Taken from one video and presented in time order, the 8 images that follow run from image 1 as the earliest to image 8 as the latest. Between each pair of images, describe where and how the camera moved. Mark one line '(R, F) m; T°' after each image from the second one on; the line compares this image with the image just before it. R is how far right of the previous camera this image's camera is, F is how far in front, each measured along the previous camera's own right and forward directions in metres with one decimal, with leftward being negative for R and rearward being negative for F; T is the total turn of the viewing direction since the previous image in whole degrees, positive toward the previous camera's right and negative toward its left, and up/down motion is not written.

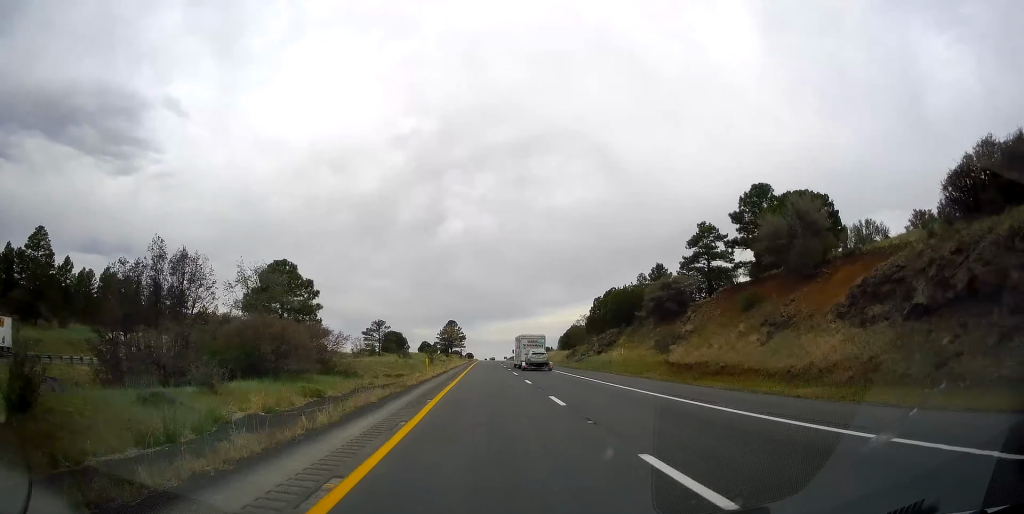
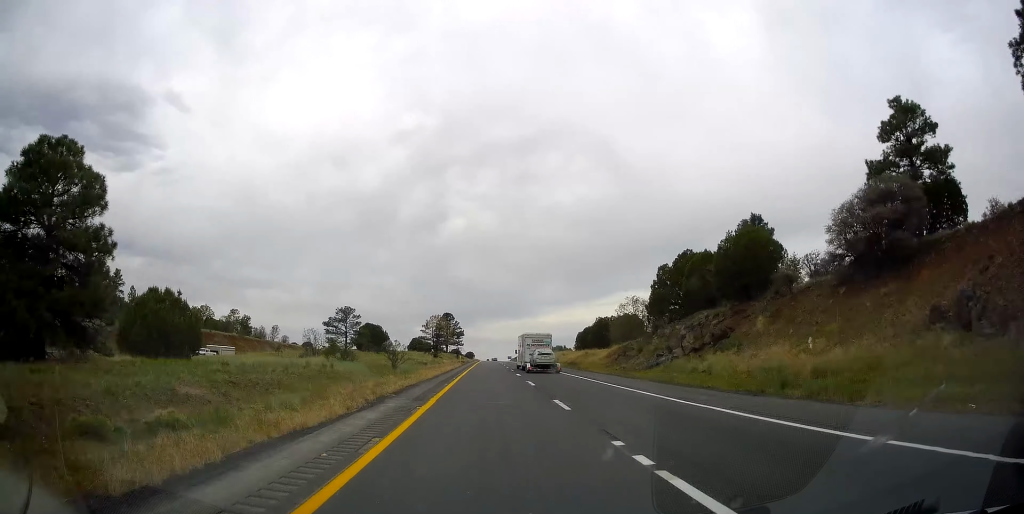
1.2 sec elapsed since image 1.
(-0.4, +37.0) m; -1°
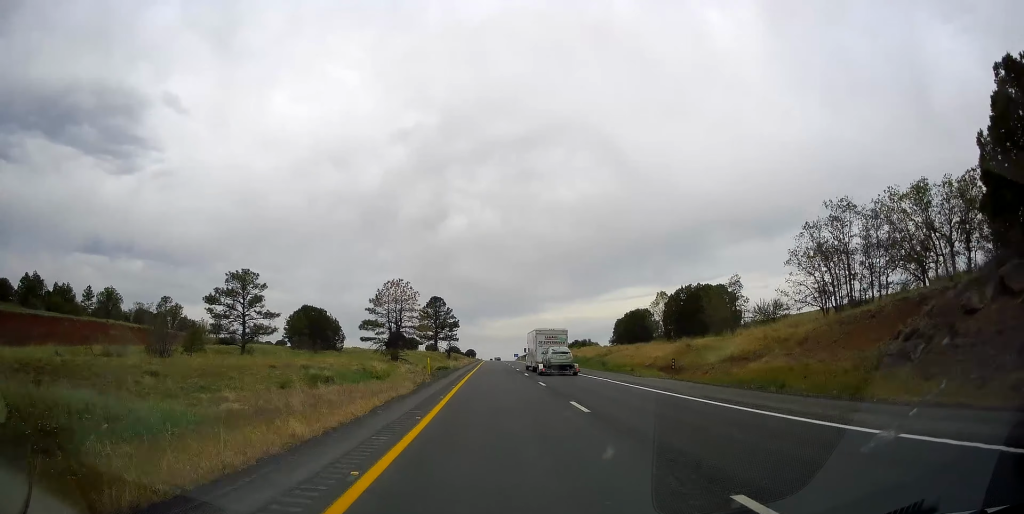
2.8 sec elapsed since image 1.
(+0.5, +49.1) m; +1°
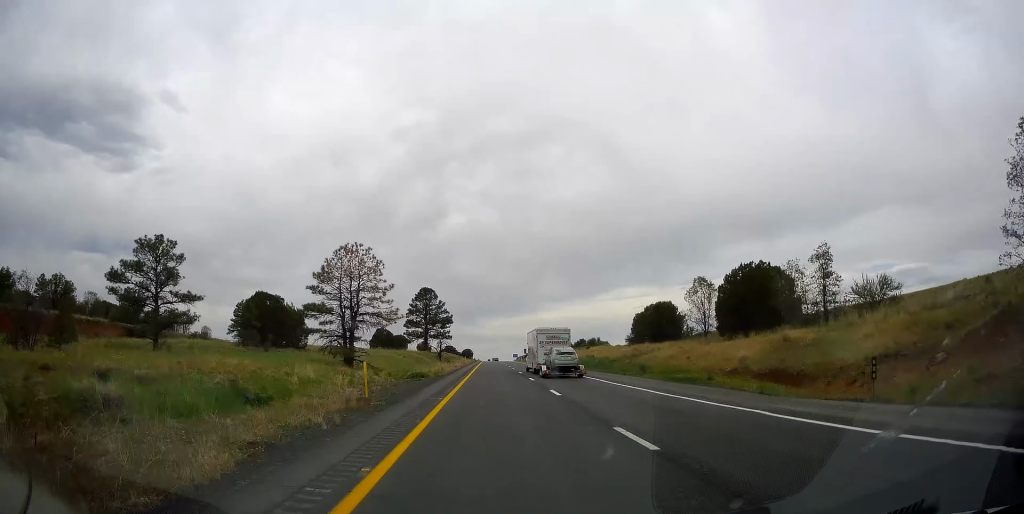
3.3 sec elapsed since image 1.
(+0.2, +17.9) m; 0°
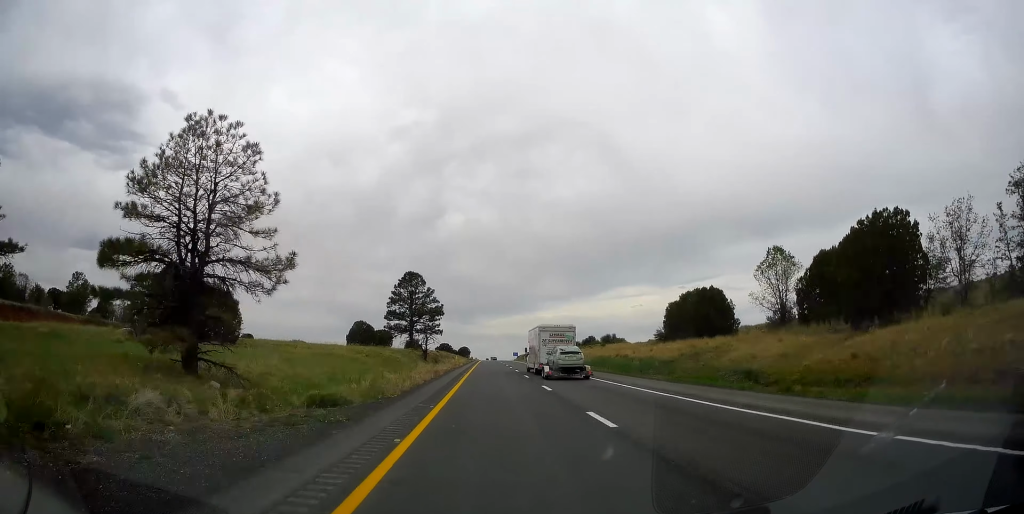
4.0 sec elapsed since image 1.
(-0.5, +21.3) m; 0°
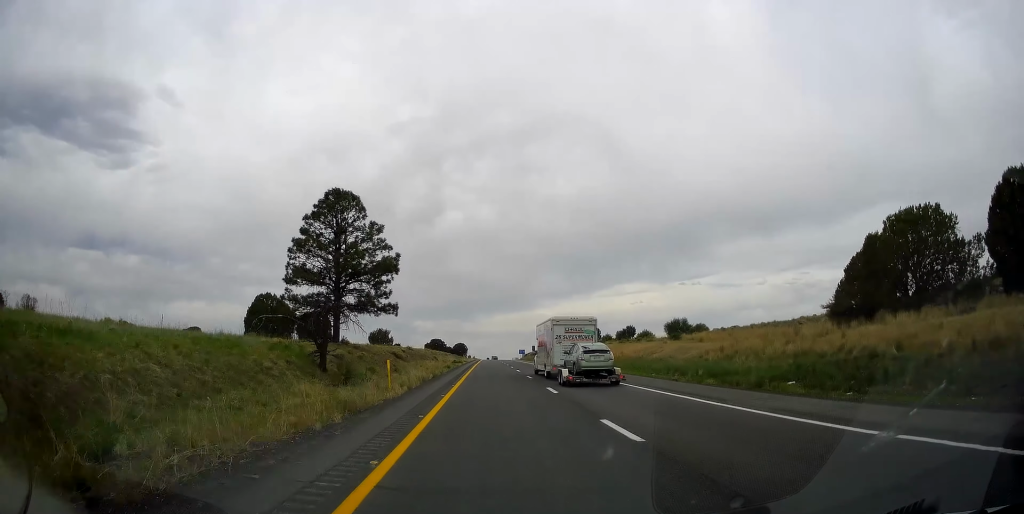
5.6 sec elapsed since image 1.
(+0.4, +50.7) m; +1°
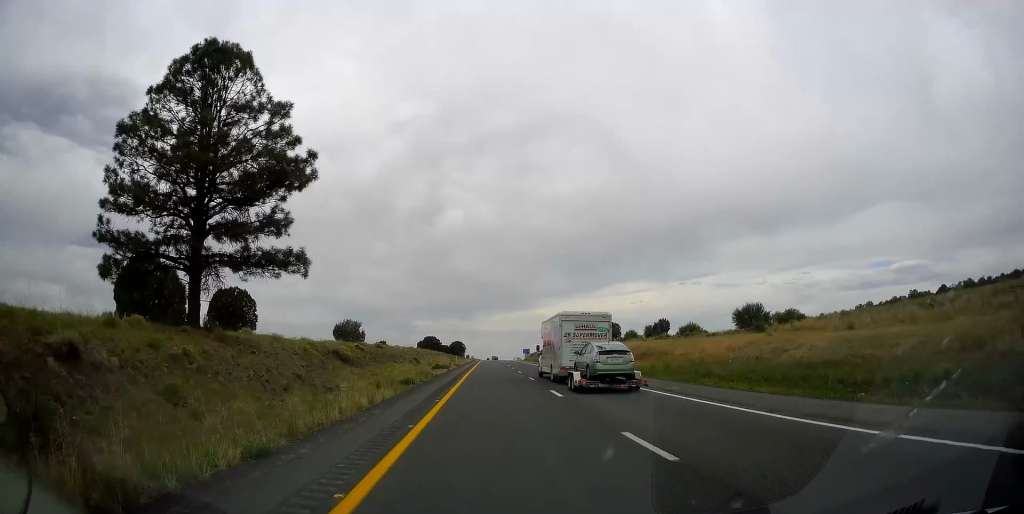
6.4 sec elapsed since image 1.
(-0.1, +26.1) m; 0°
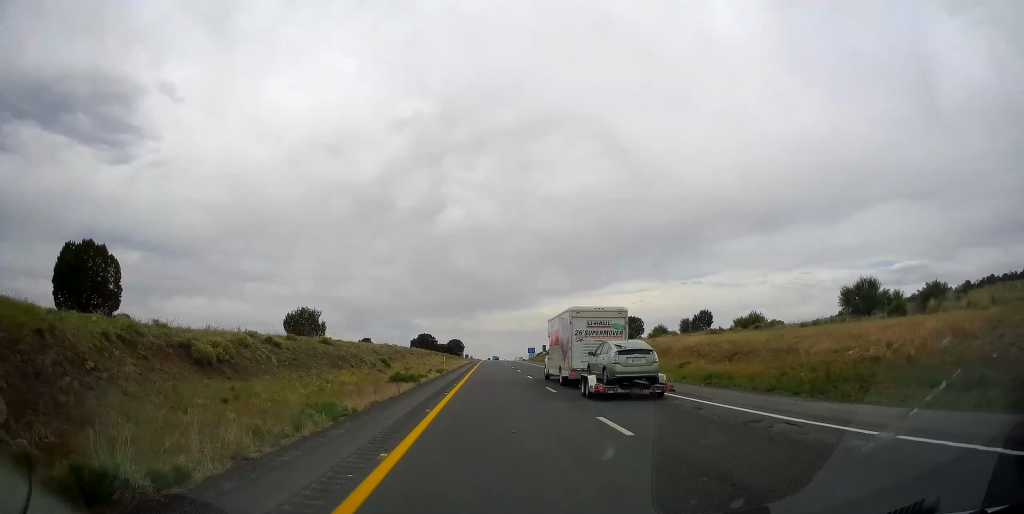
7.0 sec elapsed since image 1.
(+0.2, +21.7) m; -1°
